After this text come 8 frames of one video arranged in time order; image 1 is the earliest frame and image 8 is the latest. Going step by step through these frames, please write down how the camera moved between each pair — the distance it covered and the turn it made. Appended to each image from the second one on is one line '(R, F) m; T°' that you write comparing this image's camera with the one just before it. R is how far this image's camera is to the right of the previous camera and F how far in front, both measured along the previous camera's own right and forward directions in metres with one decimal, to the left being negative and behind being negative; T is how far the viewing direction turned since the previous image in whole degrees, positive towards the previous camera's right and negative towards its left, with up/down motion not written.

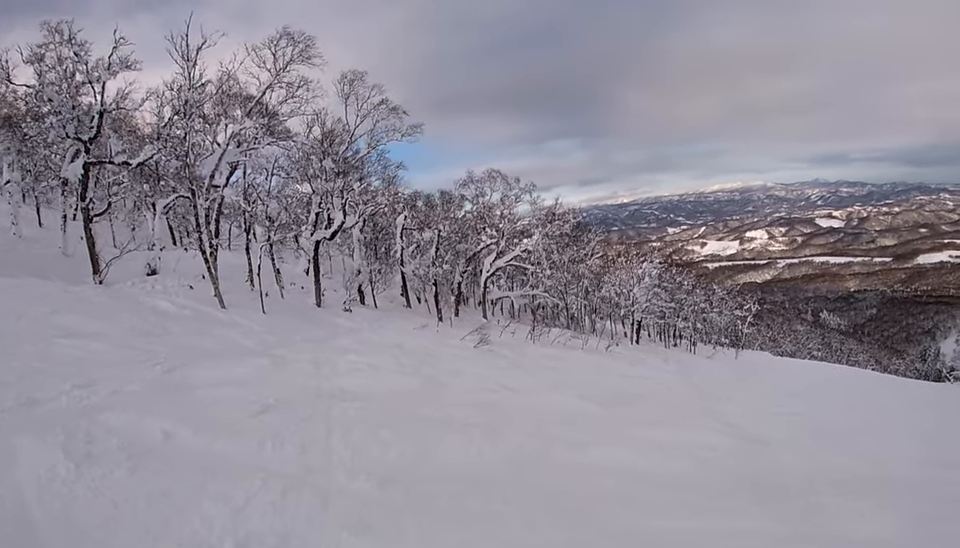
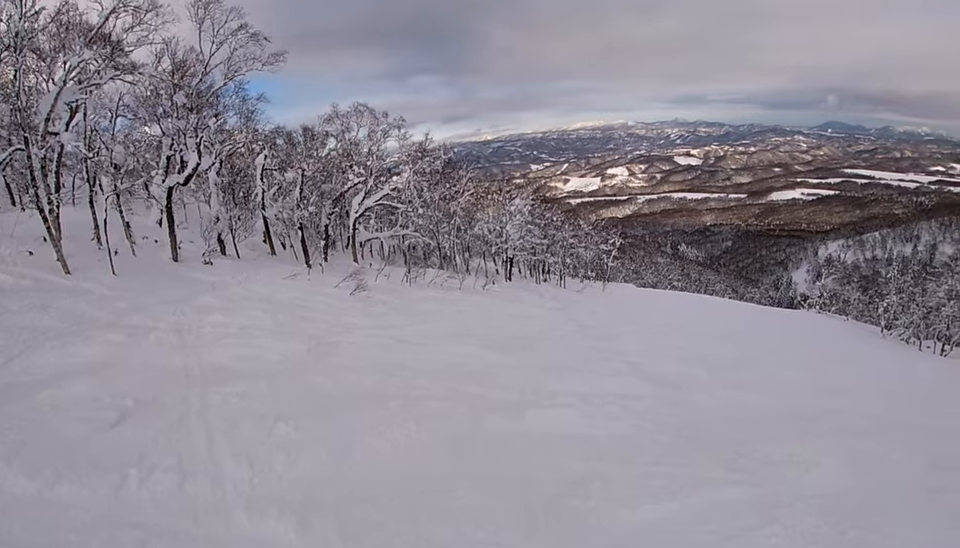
(0.0, +1.6) m; +12°
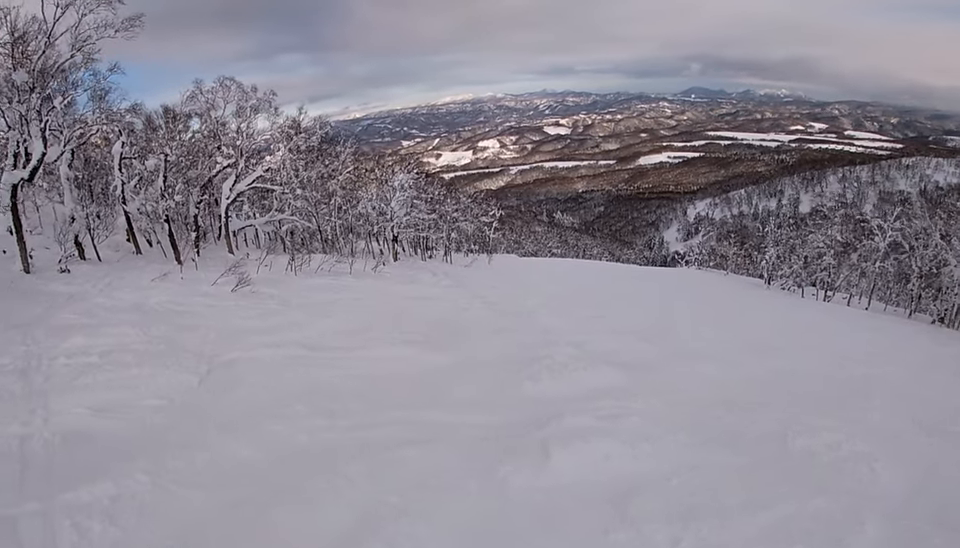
(+1.0, +3.4) m; +45°
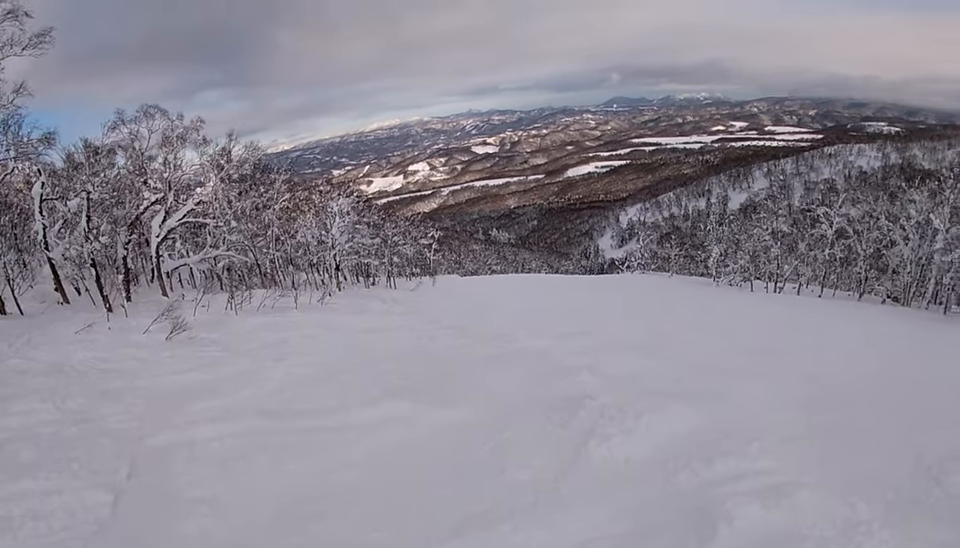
(+1.1, +2.7) m; +24°
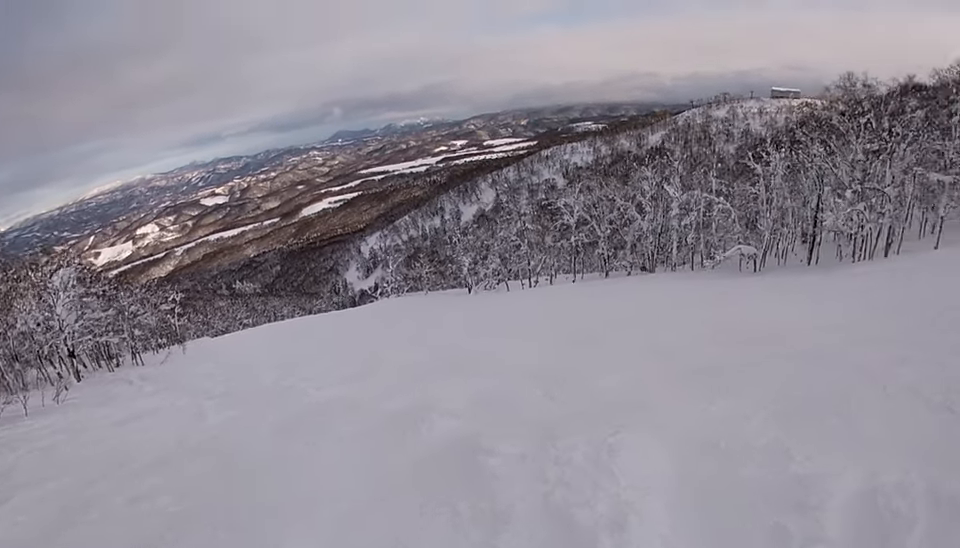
(+0.2, +2.8) m; +22°
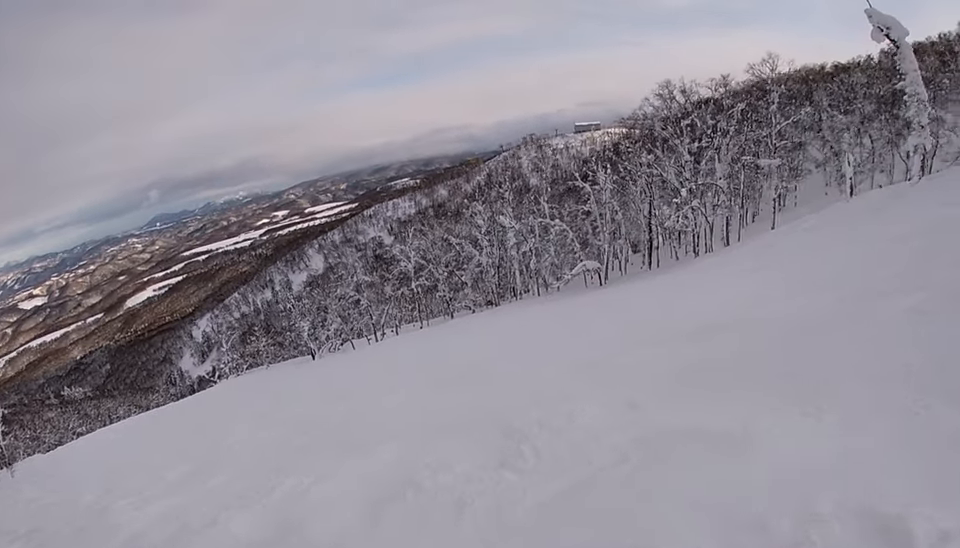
(+0.4, +2.2) m; +20°
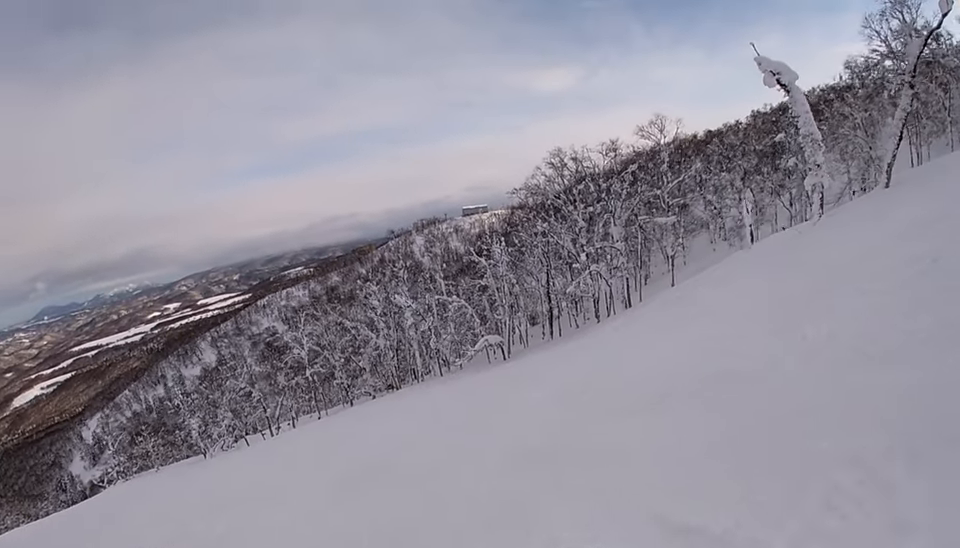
(+0.5, +2.1) m; +17°
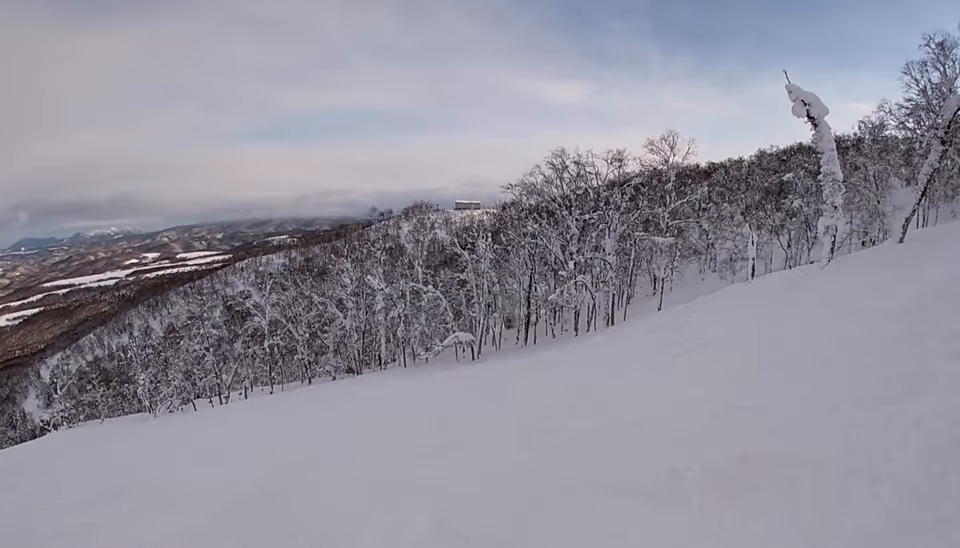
(+0.3, +2.3) m; +9°
